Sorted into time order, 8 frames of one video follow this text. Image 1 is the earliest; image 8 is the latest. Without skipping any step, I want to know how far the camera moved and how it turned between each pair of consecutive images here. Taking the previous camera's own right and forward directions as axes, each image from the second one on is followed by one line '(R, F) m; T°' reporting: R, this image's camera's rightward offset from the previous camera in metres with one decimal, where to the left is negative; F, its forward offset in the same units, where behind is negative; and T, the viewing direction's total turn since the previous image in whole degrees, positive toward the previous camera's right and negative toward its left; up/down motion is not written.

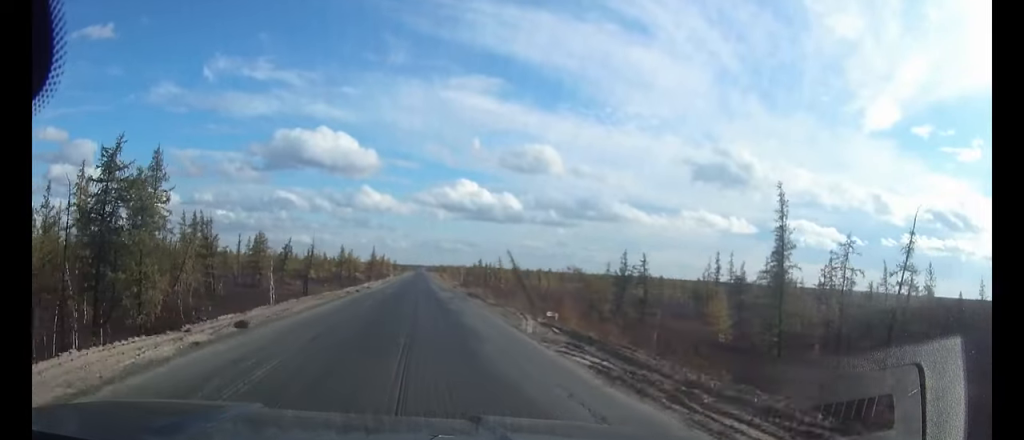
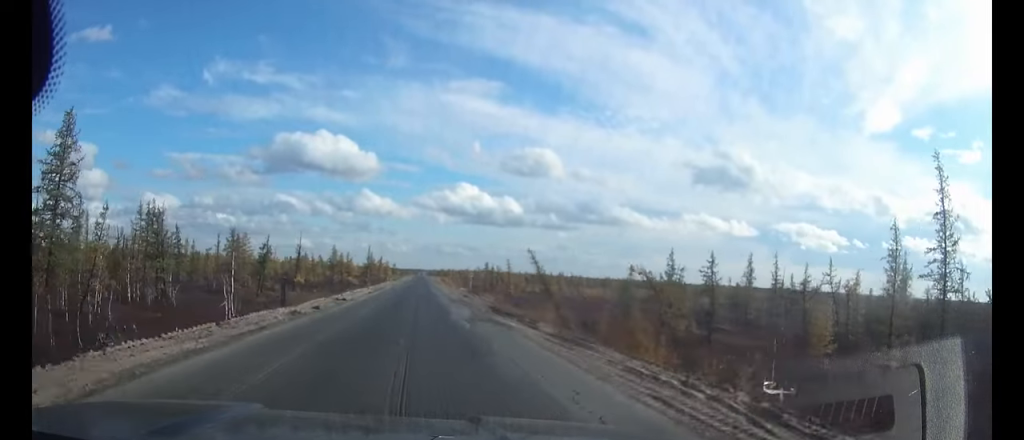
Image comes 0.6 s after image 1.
(0.0, +15.5) m; 0°
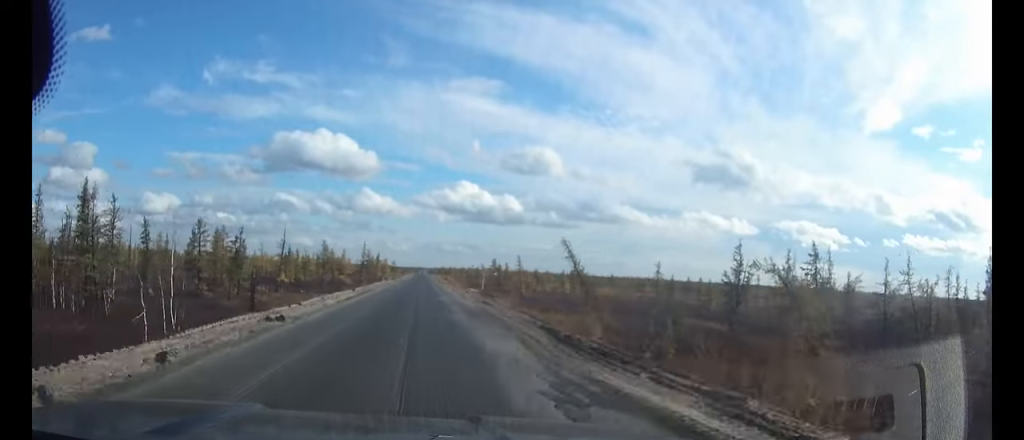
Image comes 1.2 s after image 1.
(0.0, +14.4) m; 0°
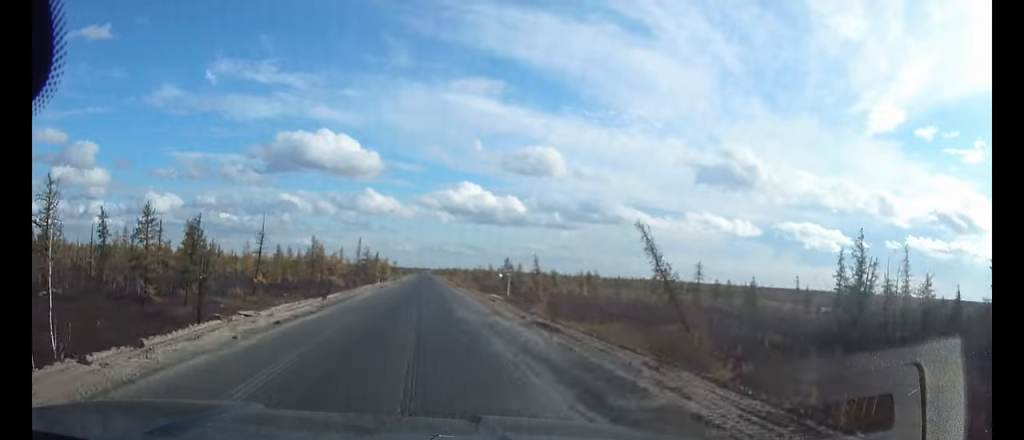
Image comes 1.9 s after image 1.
(0.0, +16.4) m; 0°
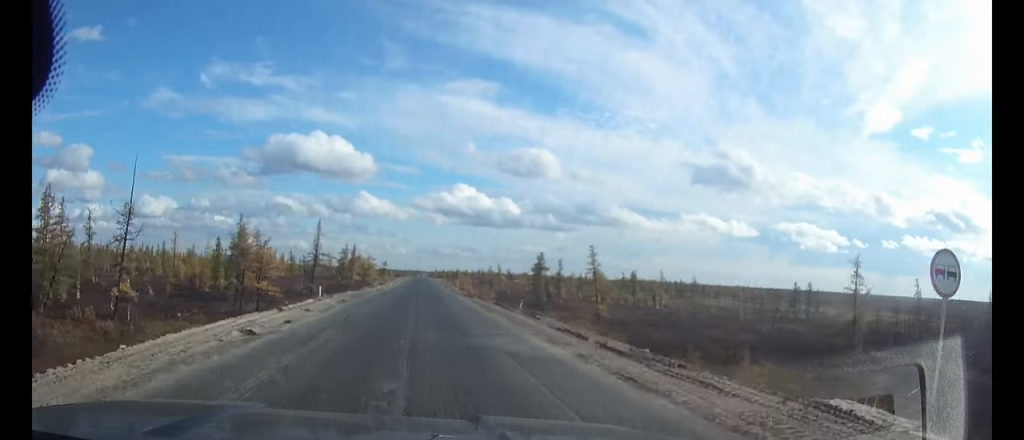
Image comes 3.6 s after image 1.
(+0.1, +40.4) m; 0°
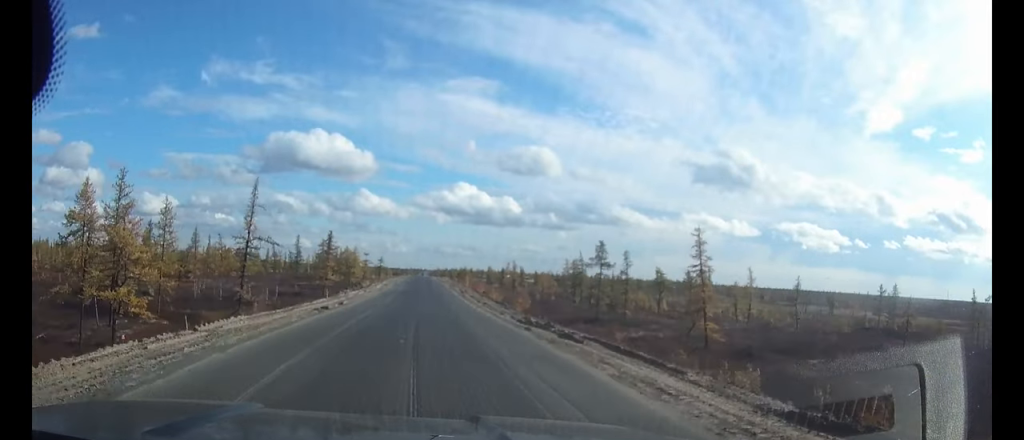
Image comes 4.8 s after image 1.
(0.0, +29.5) m; 0°
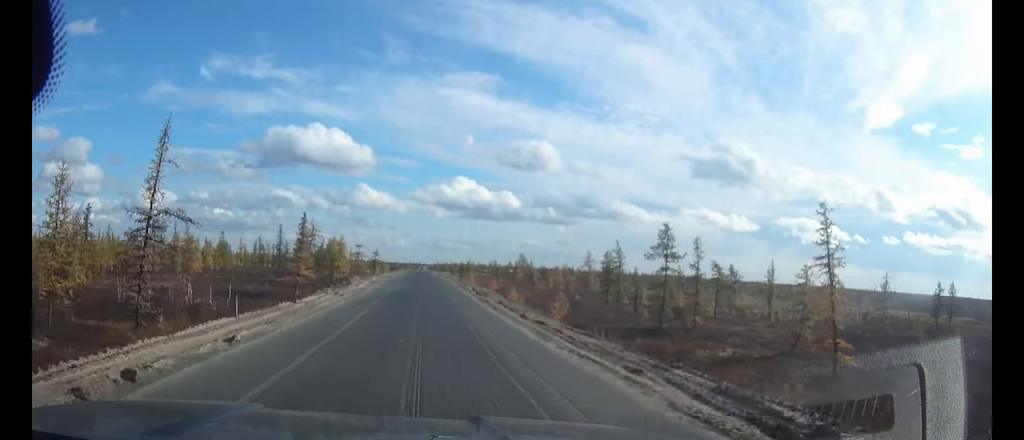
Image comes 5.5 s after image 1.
(0.0, +17.3) m; 0°
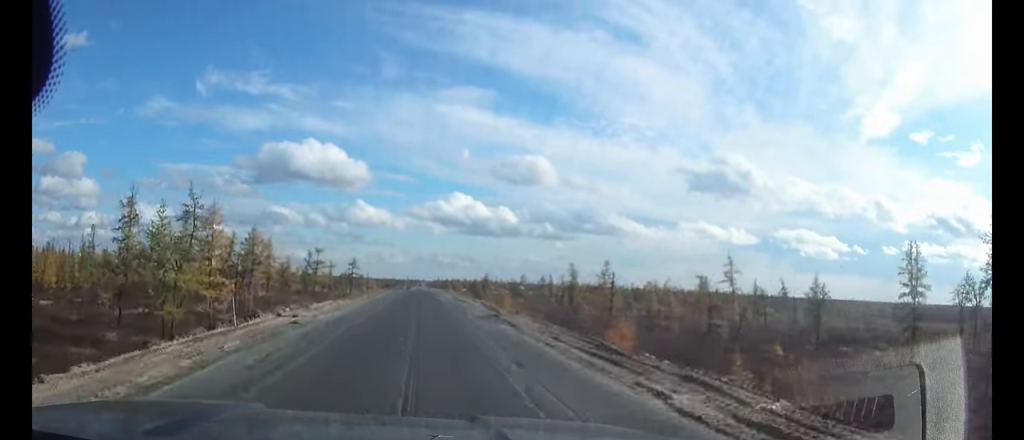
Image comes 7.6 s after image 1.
(0.0, +50.4) m; 0°
